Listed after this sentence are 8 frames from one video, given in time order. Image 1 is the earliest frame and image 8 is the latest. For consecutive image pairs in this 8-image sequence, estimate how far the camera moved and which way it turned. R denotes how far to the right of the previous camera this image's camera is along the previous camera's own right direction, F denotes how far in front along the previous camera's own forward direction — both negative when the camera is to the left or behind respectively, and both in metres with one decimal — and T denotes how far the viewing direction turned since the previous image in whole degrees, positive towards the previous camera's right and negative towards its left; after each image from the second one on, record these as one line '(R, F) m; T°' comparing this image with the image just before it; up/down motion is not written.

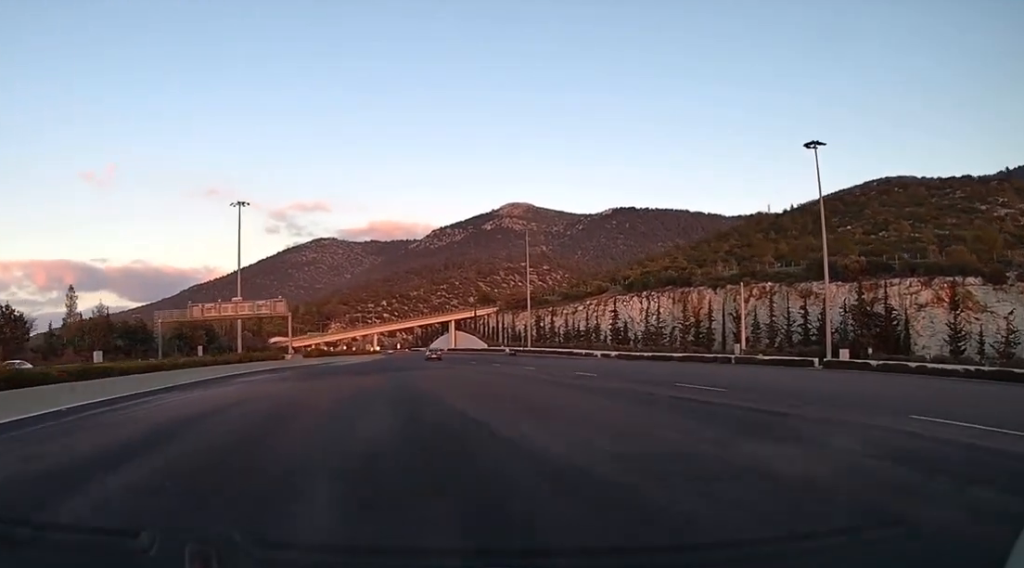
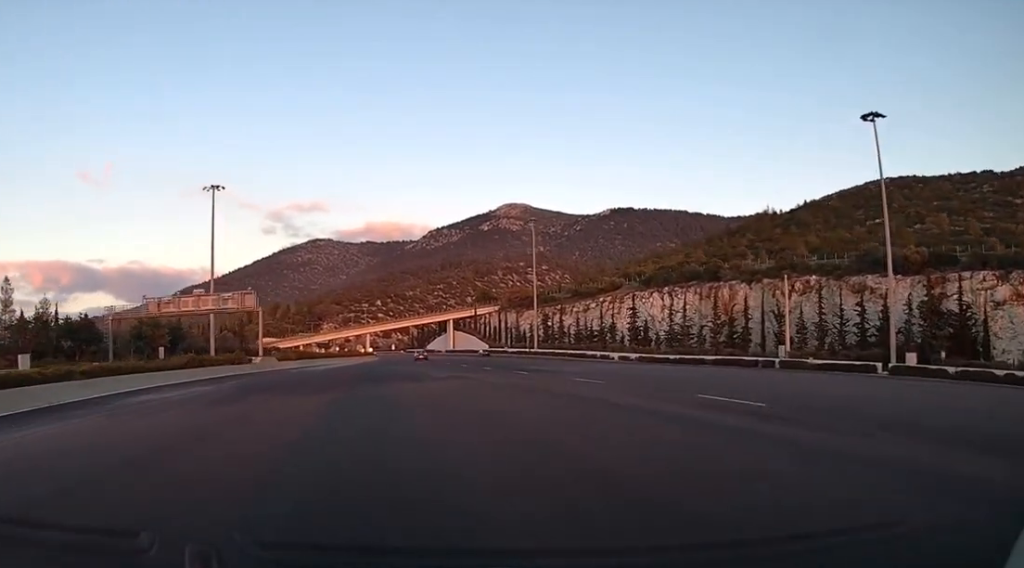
(+0.2, +16.1) m; 0°
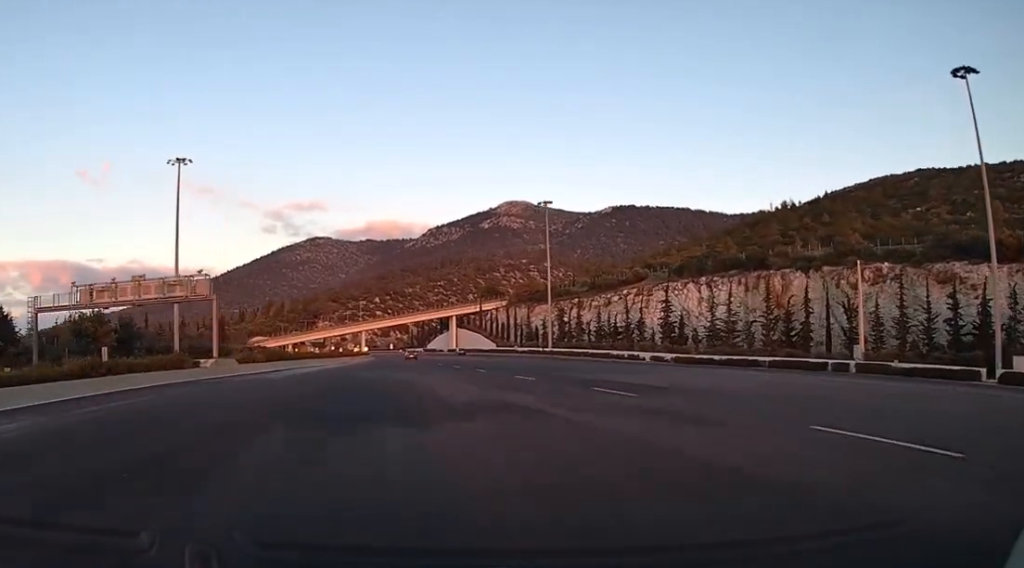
(-0.1, +18.3) m; 0°
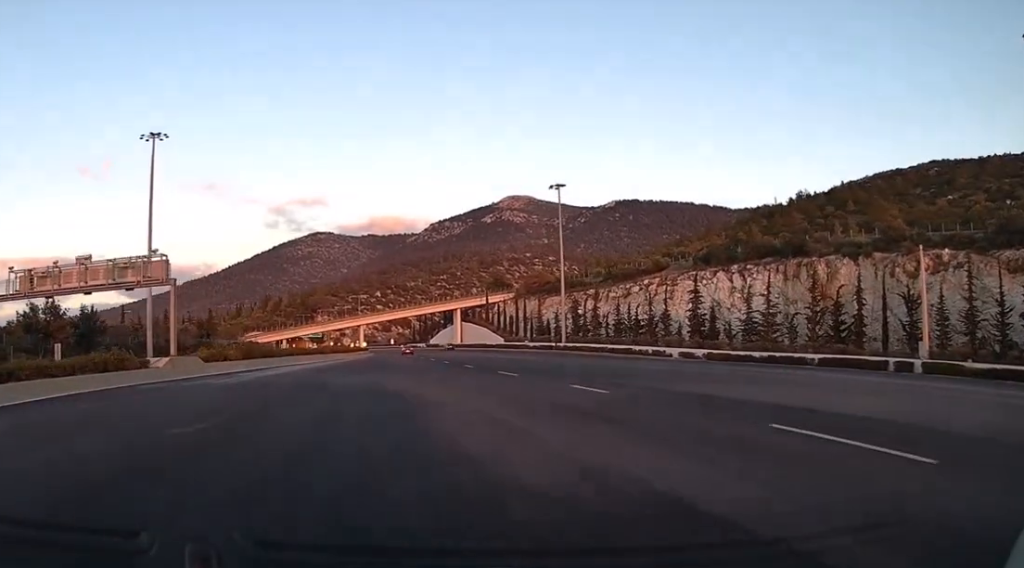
(+0.2, +12.1) m; 0°
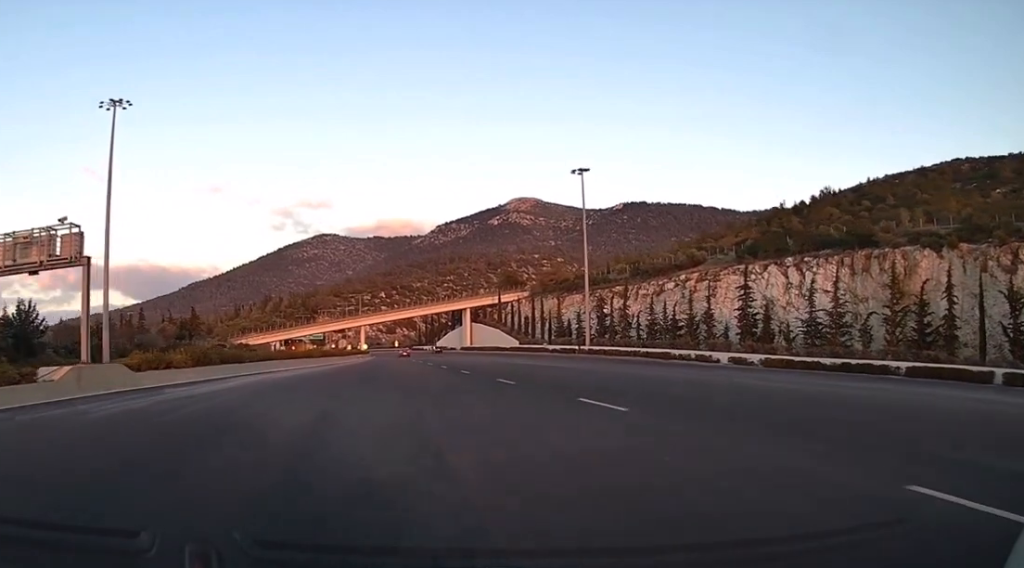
(-0.1, +15.2) m; 0°
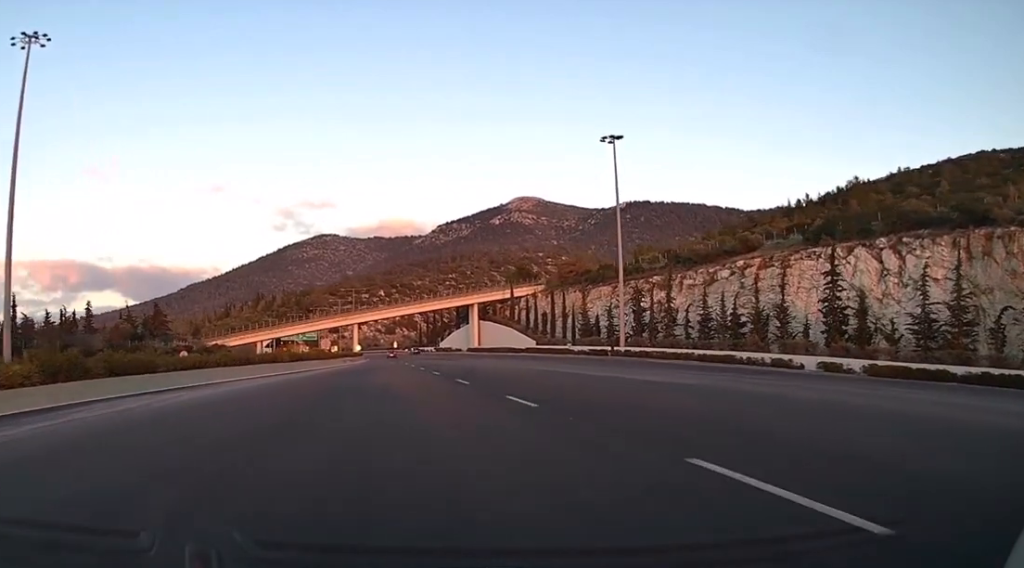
(0.0, +21.3) m; 0°
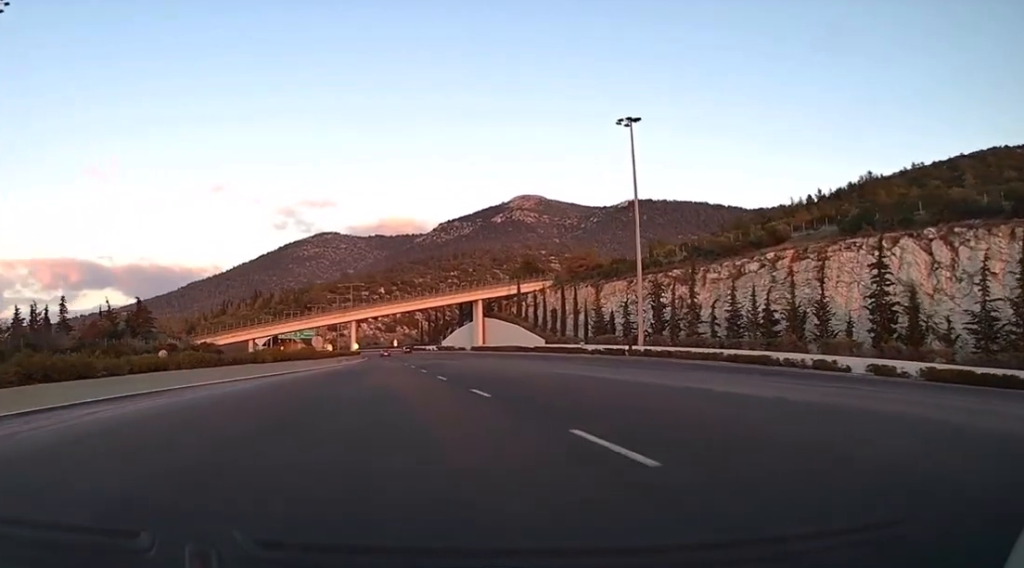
(0.0, +8.3) m; 0°
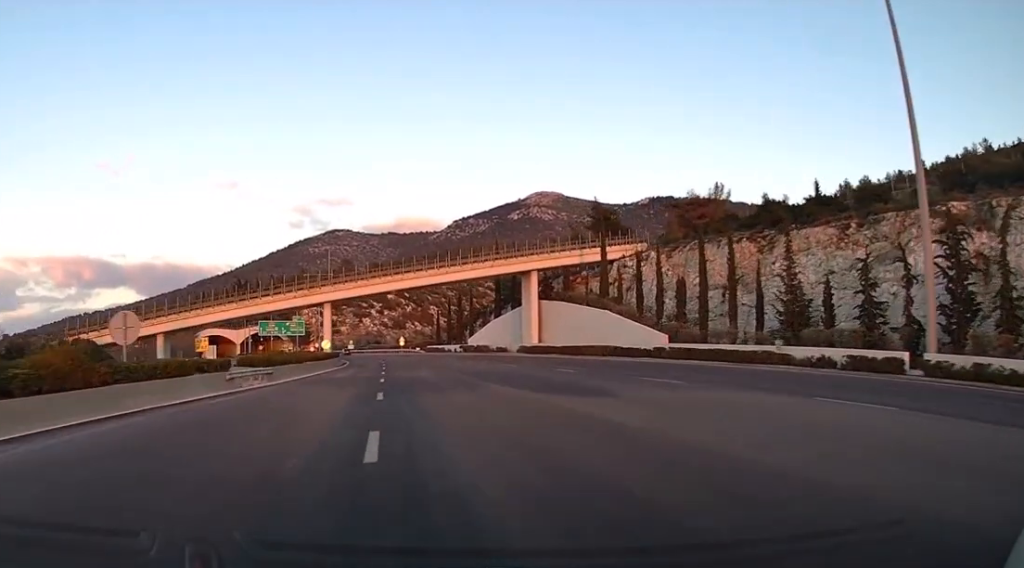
(-0.6, +56.4) m; 0°
